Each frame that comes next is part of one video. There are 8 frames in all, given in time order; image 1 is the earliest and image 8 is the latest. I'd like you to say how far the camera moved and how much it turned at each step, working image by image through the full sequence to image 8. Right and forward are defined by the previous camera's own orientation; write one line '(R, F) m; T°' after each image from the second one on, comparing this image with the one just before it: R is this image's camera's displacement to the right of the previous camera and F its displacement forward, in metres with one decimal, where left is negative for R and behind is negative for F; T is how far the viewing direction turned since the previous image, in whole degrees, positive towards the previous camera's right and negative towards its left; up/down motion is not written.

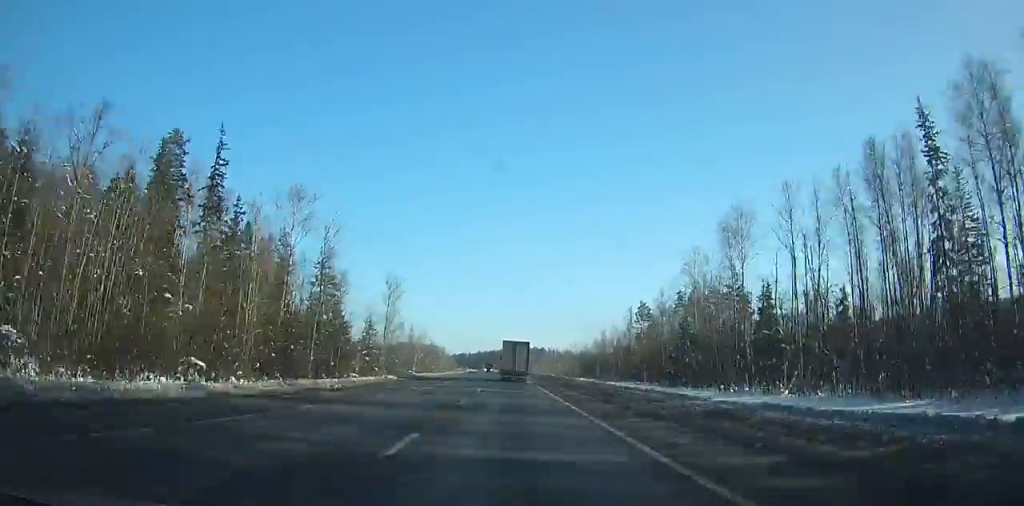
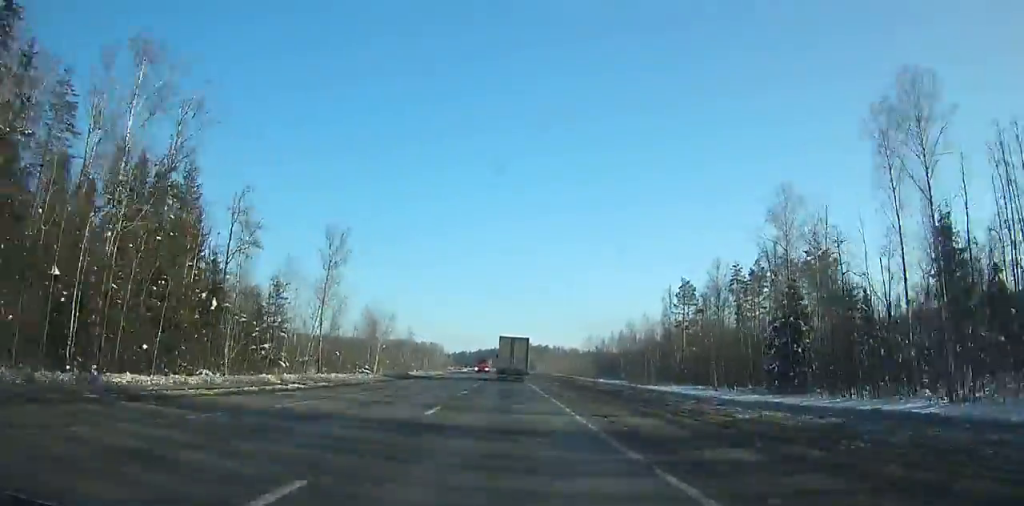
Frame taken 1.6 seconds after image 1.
(0.0, +41.4) m; 0°
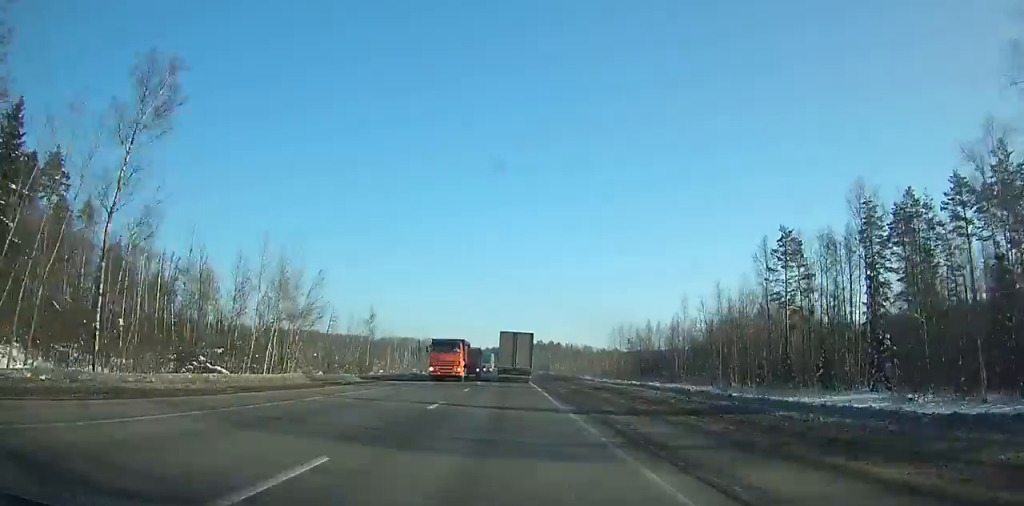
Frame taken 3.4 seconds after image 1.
(-0.4, +46.5) m; -1°
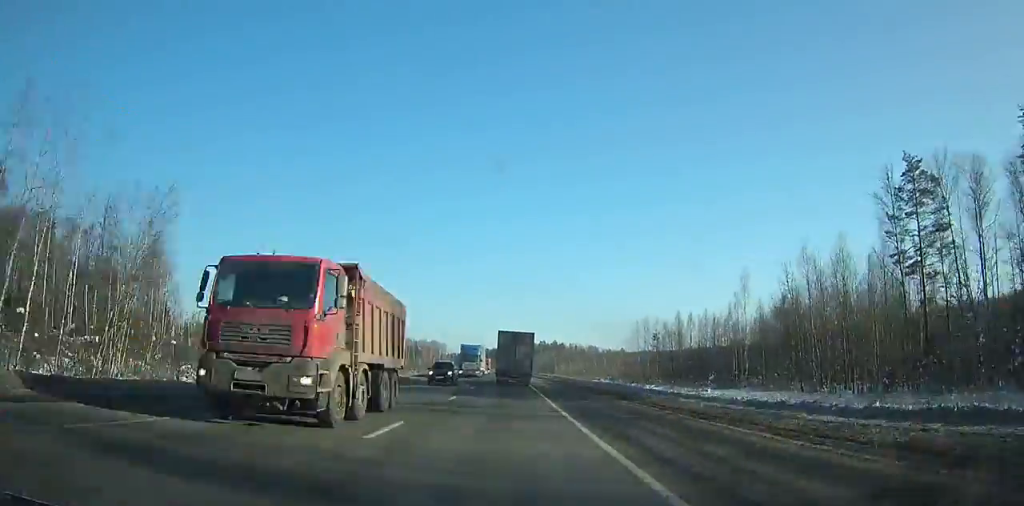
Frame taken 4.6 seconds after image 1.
(0.0, +31.0) m; 0°
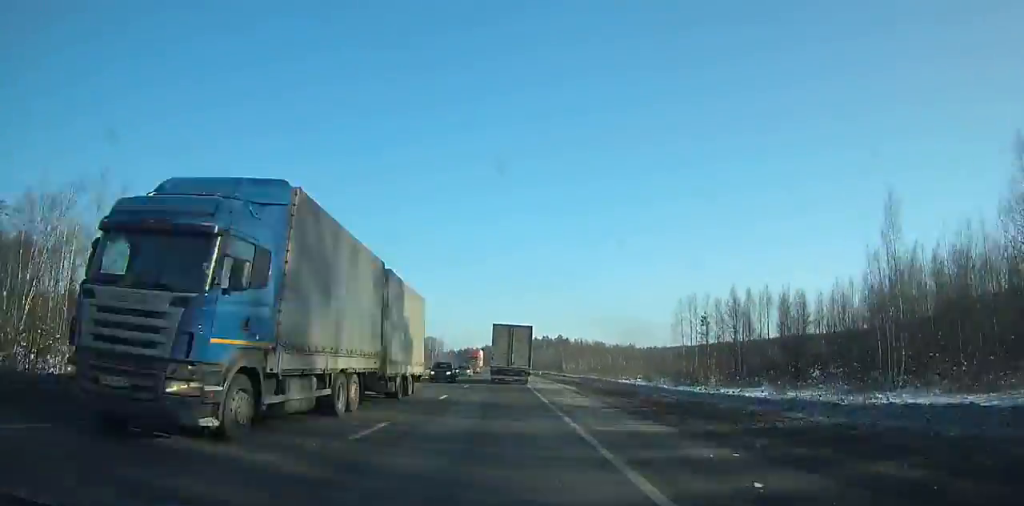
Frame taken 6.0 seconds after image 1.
(-0.3, +36.2) m; -1°
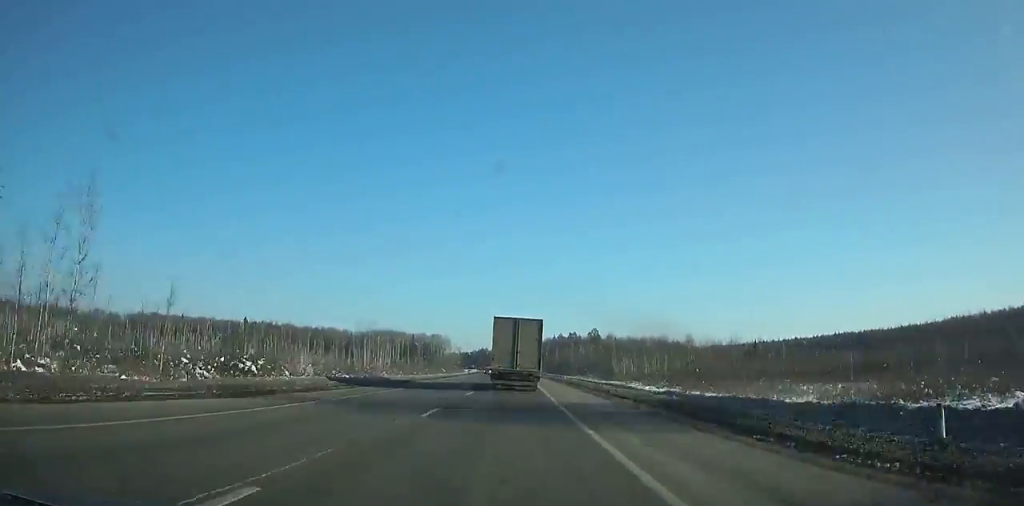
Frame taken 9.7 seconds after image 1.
(-1.4, +96.2) m; -1°
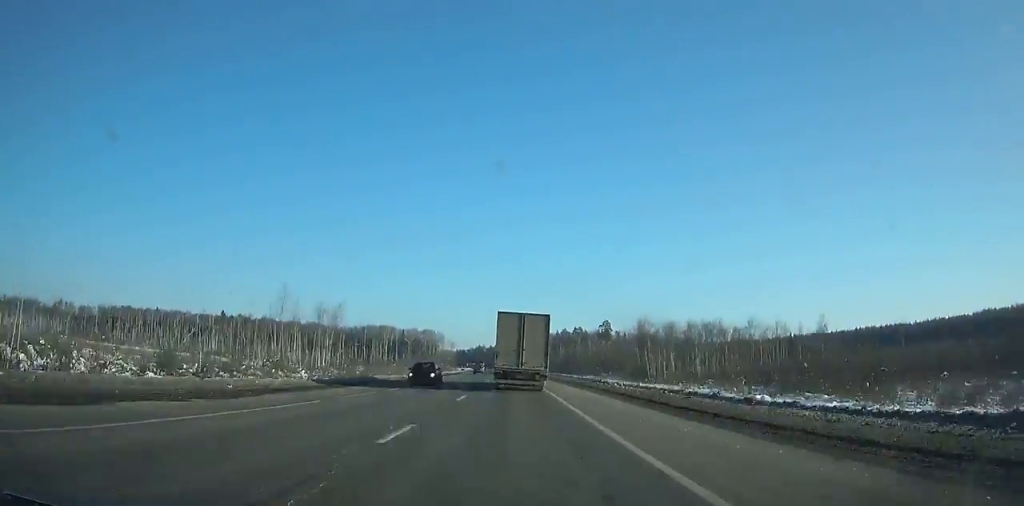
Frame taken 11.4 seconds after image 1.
(-0.2, +44.5) m; 0°
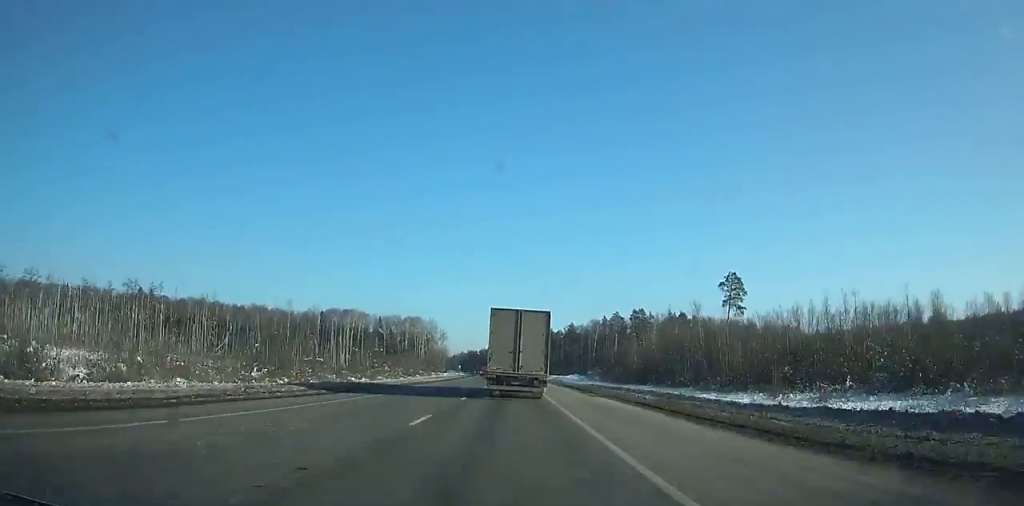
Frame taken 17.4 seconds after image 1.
(-1.3, +153.1) m; -2°
